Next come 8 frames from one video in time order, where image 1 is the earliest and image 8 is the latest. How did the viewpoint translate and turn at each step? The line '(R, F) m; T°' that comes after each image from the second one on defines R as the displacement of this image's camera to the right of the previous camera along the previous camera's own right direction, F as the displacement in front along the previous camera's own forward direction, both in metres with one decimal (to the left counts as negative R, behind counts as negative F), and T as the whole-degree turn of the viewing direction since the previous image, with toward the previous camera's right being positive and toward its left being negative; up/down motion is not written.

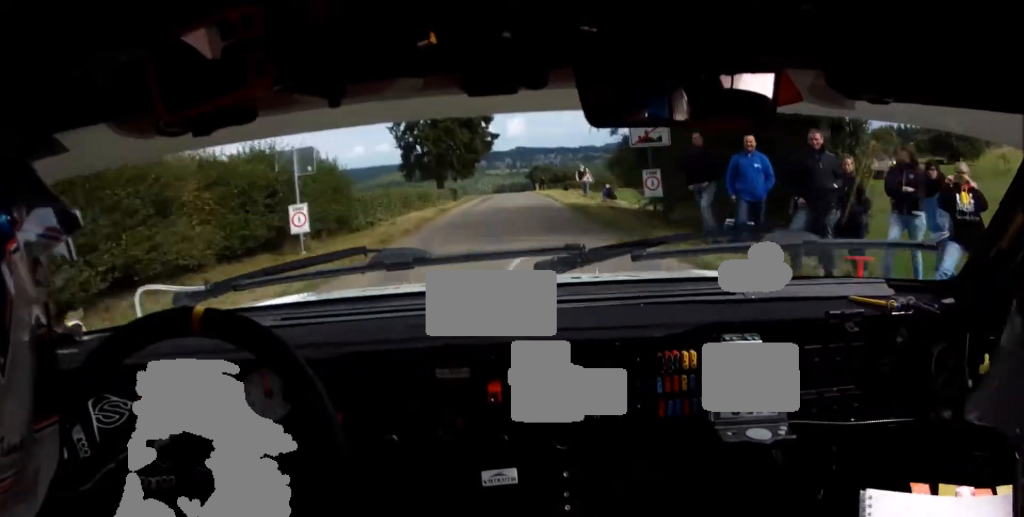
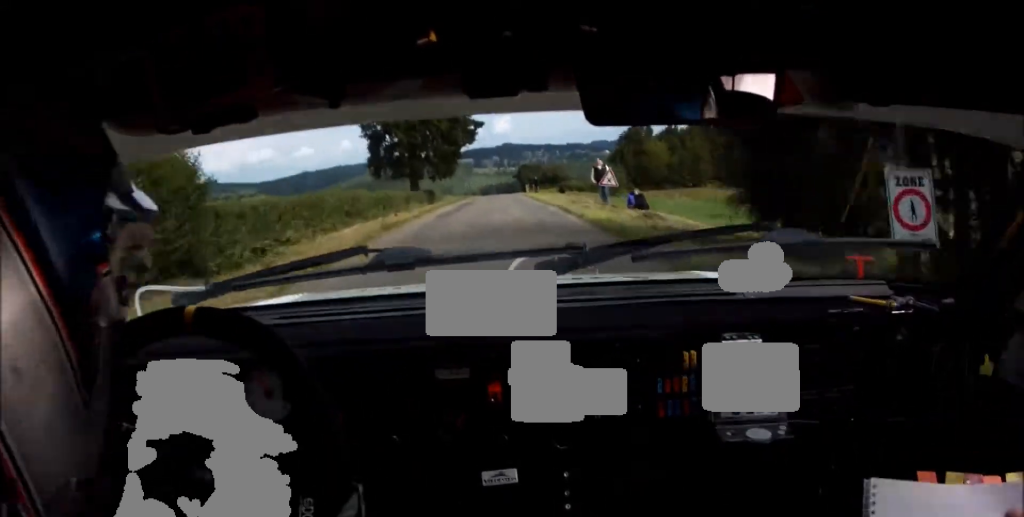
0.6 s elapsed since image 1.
(+0.3, +12.4) m; 0°
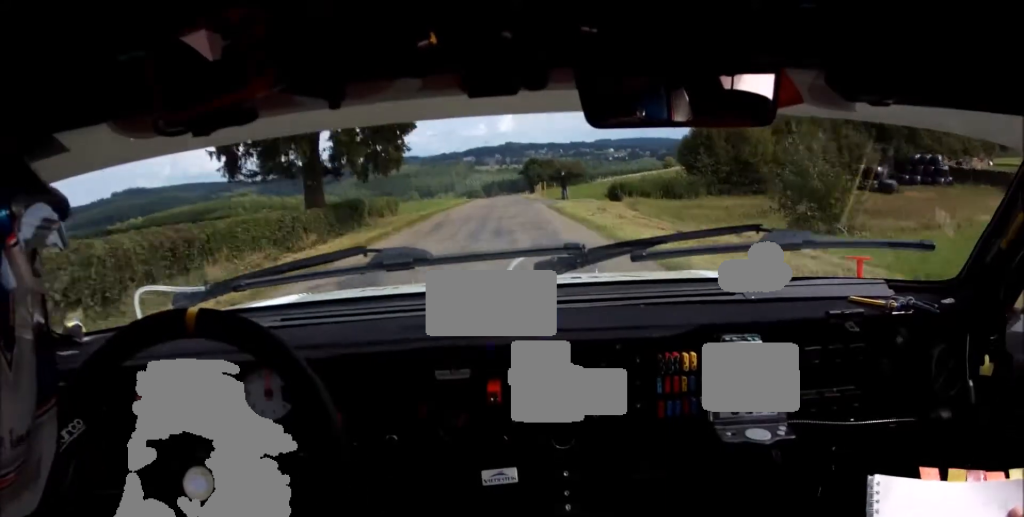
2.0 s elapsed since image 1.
(-0.2, +35.6) m; 0°
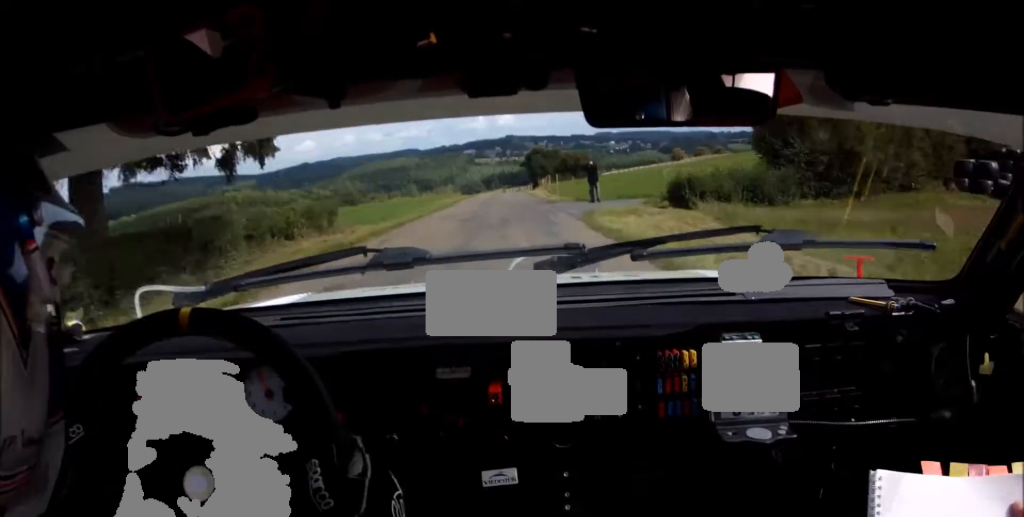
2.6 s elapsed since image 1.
(+0.3, +16.9) m; 0°
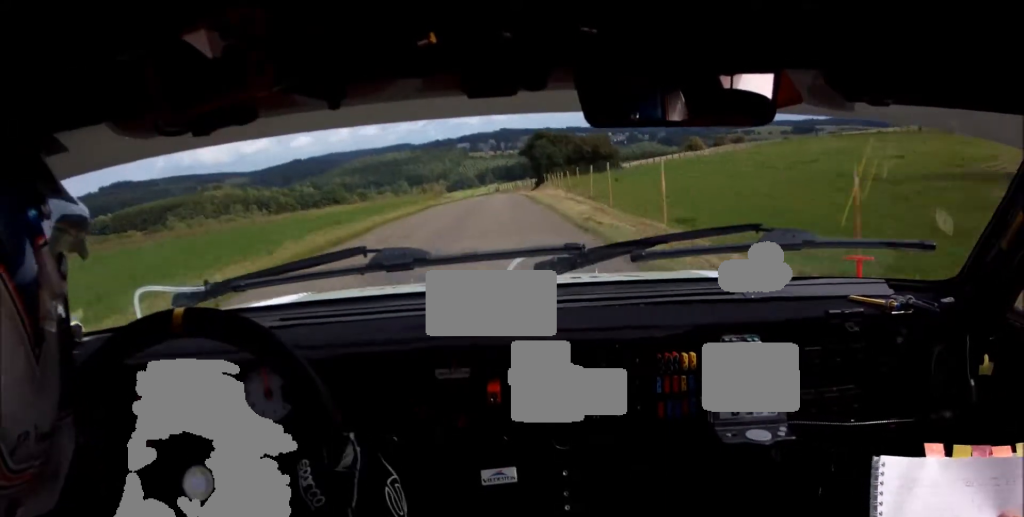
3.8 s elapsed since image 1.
(-0.3, +37.6) m; 0°
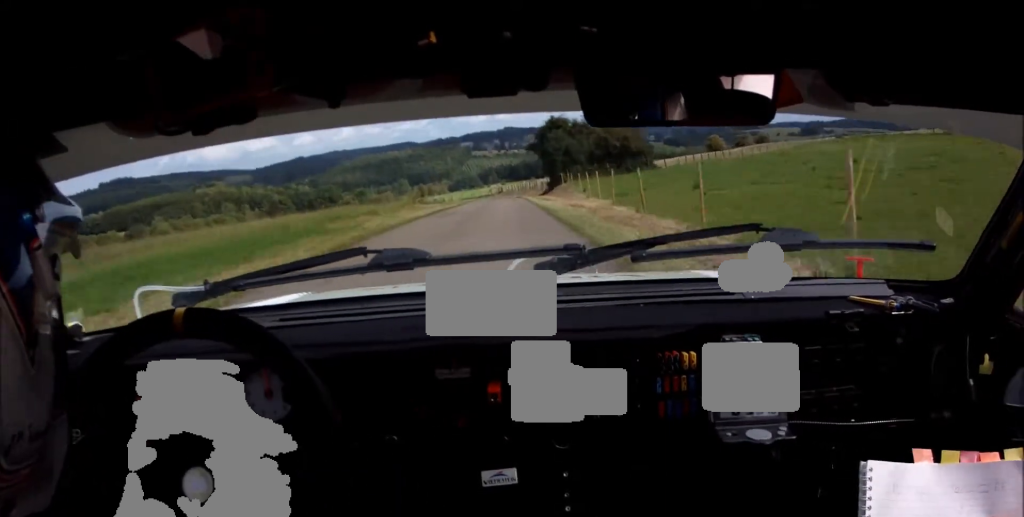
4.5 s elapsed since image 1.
(+0.3, +23.7) m; 0°
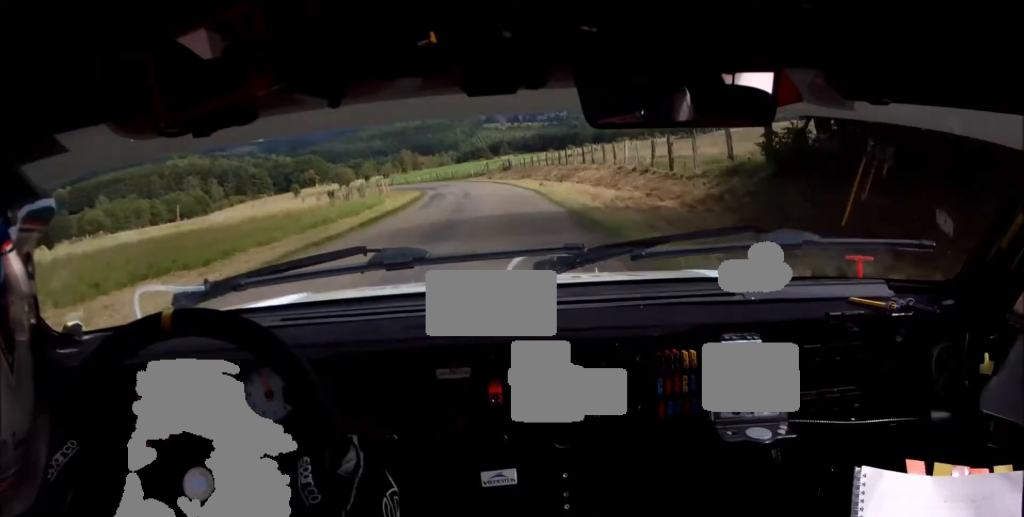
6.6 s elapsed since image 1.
(-1.6, +73.9) m; -4°
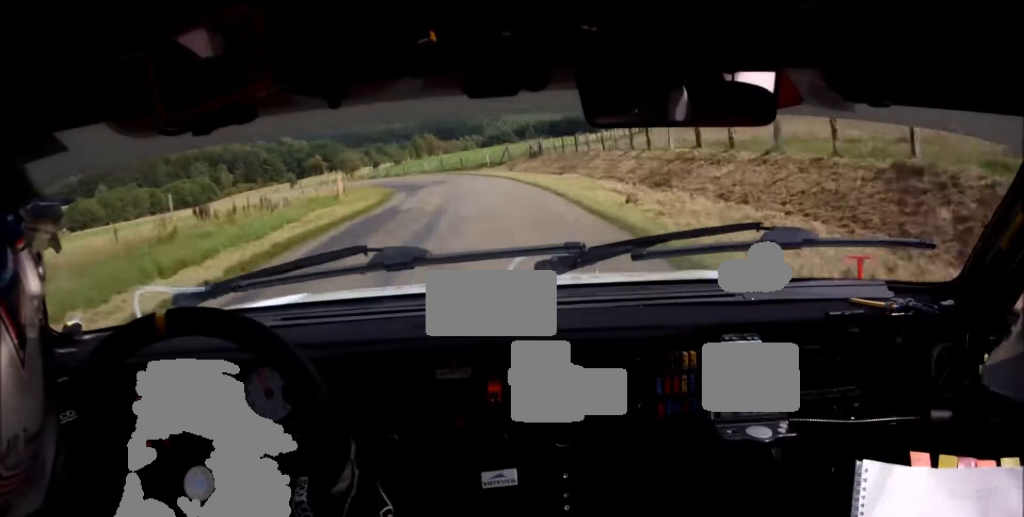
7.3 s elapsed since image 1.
(-0.5, +20.6) m; -5°
